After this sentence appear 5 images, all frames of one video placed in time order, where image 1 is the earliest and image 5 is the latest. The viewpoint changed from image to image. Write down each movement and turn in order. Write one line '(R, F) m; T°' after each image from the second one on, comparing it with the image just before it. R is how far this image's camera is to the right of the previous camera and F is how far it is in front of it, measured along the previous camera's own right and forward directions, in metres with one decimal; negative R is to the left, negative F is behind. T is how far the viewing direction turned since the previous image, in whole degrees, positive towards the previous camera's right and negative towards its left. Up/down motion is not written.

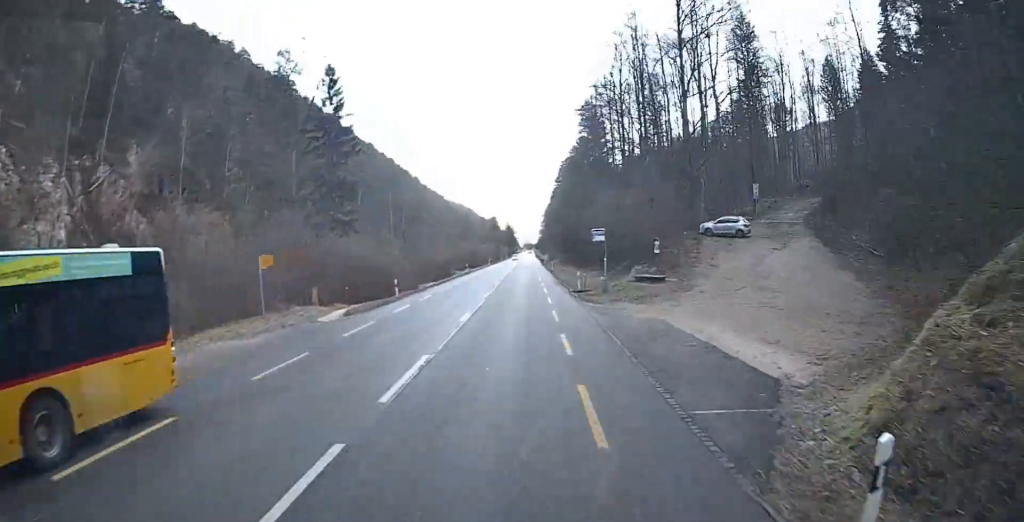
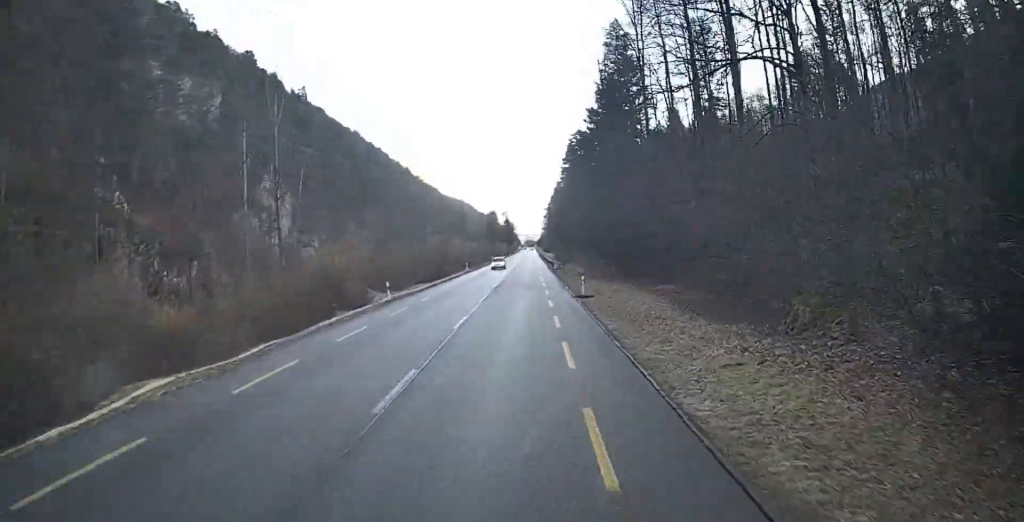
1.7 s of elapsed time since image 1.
(+0.7, +36.4) m; 0°
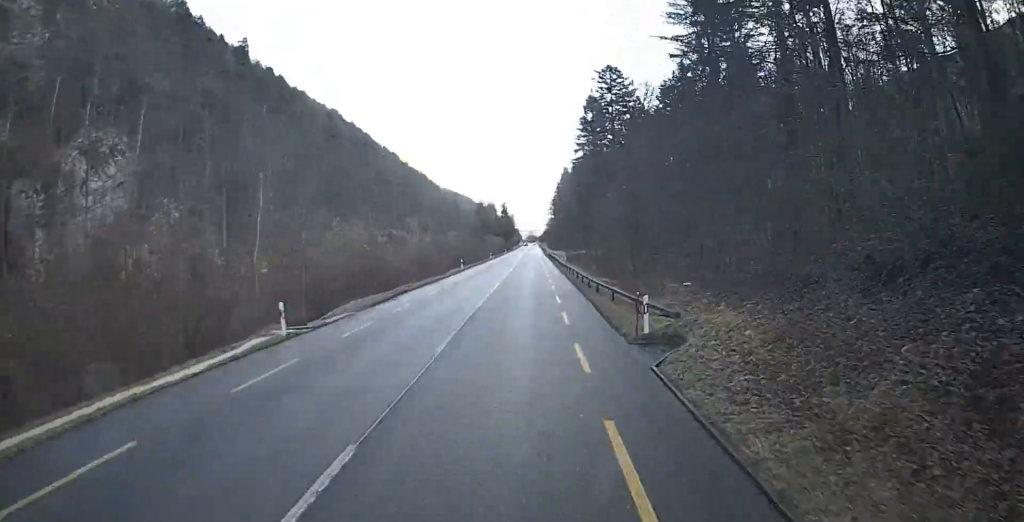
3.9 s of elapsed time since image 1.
(-0.2, +48.0) m; +1°
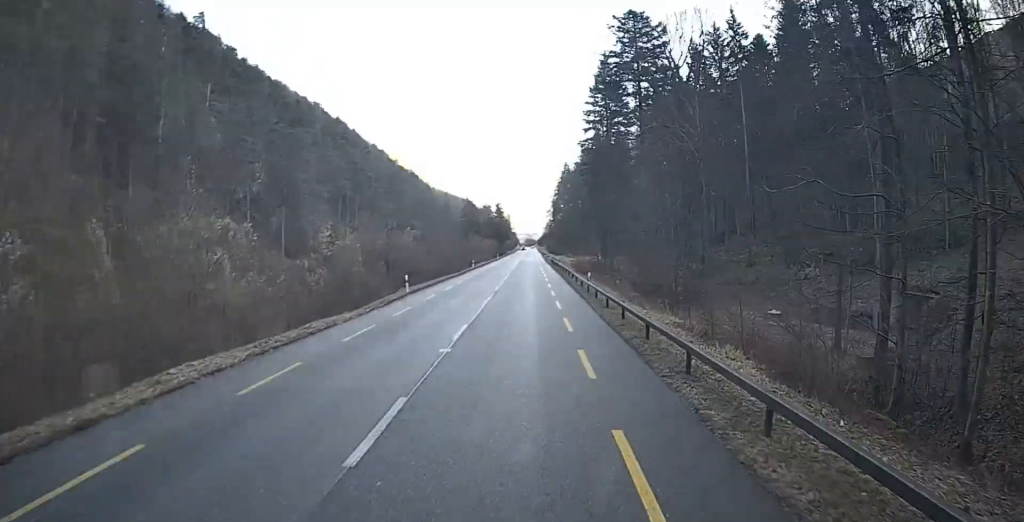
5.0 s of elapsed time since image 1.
(0.0, +23.7) m; -1°
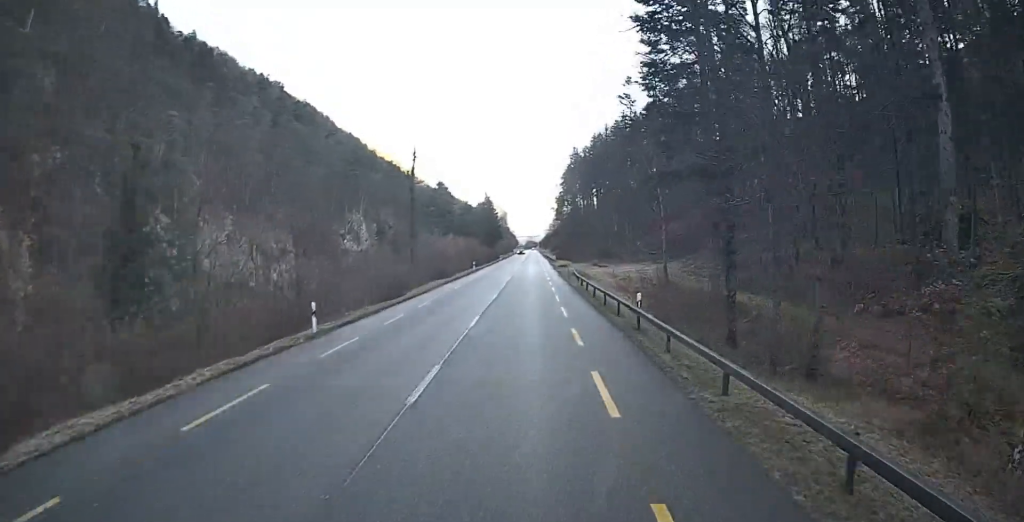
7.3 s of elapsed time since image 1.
(-0.7, +49.7) m; 0°
